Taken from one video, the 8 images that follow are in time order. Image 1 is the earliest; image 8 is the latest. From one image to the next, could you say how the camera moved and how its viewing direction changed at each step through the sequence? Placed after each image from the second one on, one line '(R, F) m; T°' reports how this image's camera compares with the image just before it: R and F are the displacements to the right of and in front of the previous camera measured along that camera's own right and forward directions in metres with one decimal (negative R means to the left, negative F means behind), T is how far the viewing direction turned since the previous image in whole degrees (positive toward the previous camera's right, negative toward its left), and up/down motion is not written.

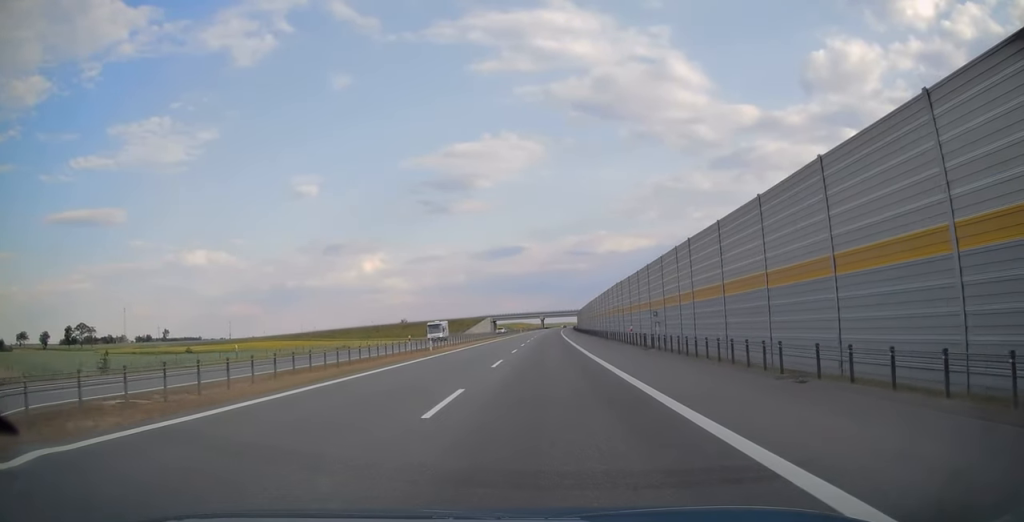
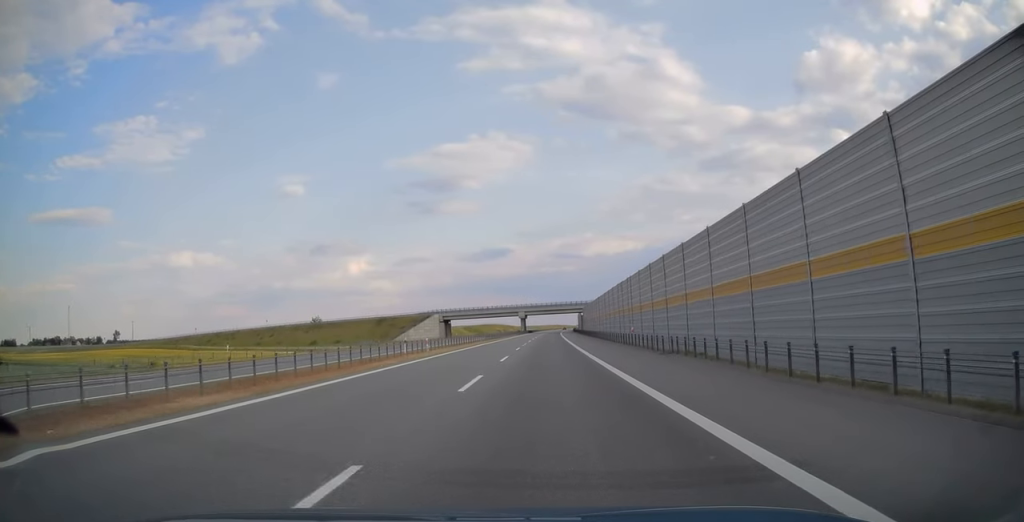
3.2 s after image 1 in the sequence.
(+1.5, +103.9) m; +2°
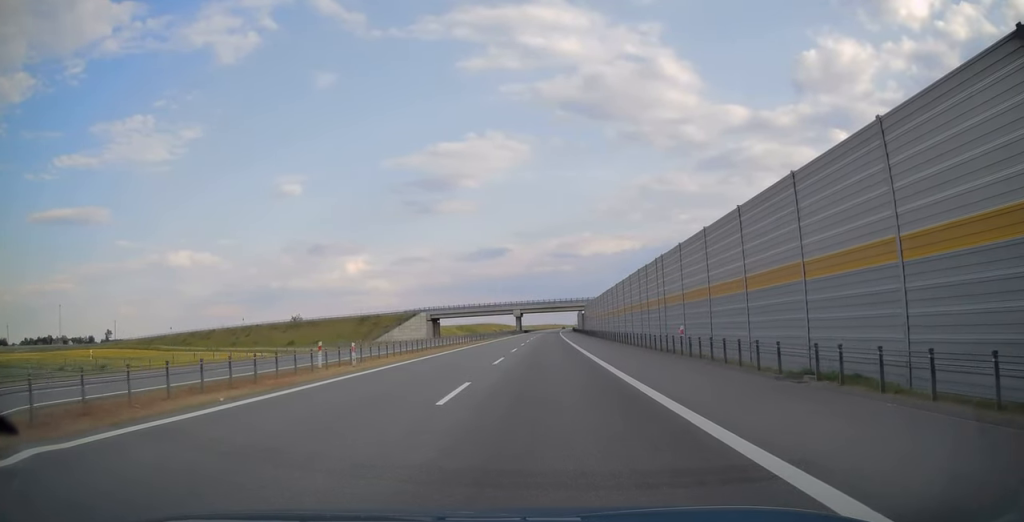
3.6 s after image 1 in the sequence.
(+0.1, +14.7) m; 0°
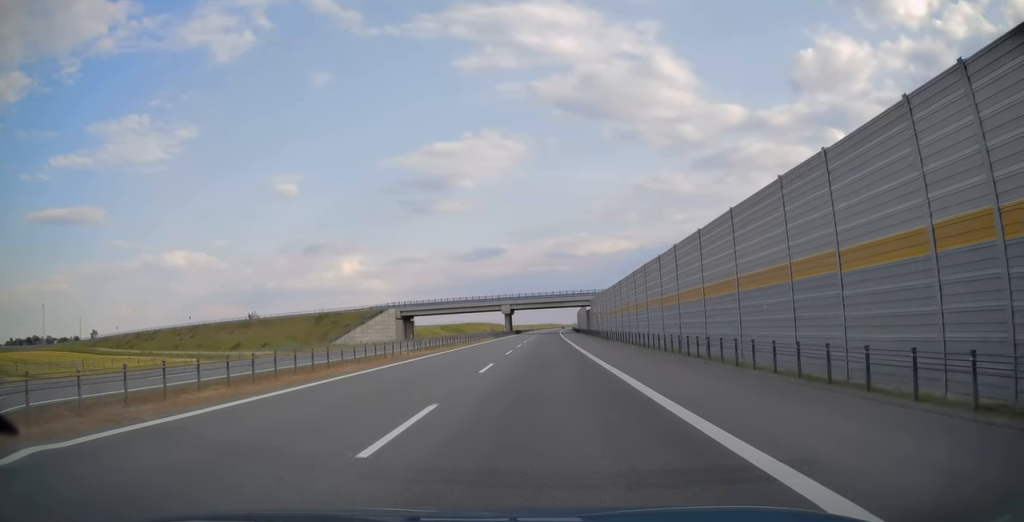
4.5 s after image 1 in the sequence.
(+0.1, +28.3) m; 0°
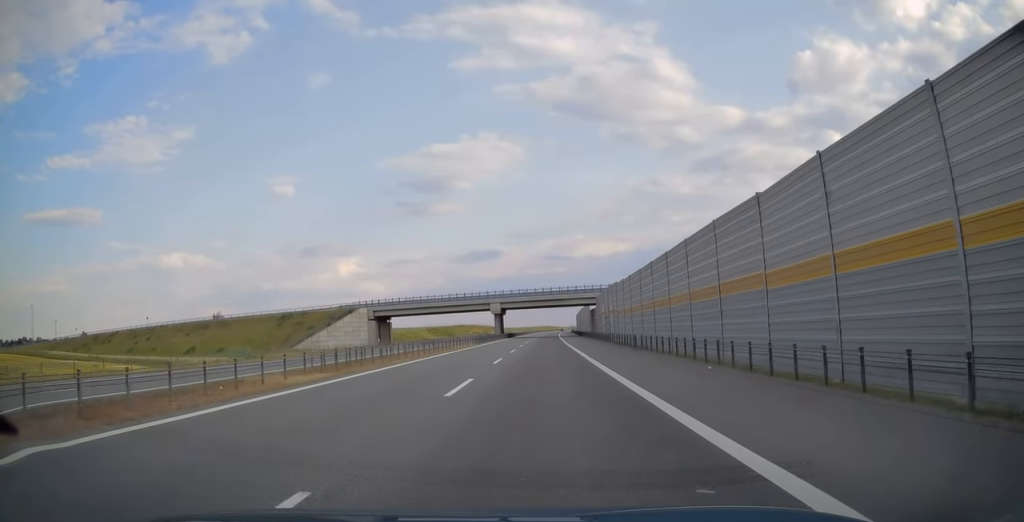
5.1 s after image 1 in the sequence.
(0.0, +18.0) m; 0°
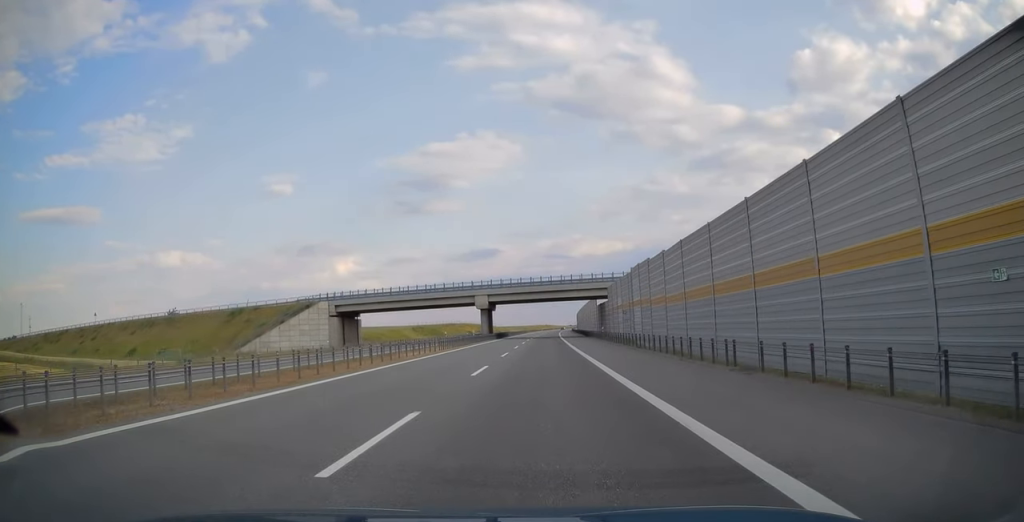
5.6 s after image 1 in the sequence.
(0.0, +19.1) m; 0°
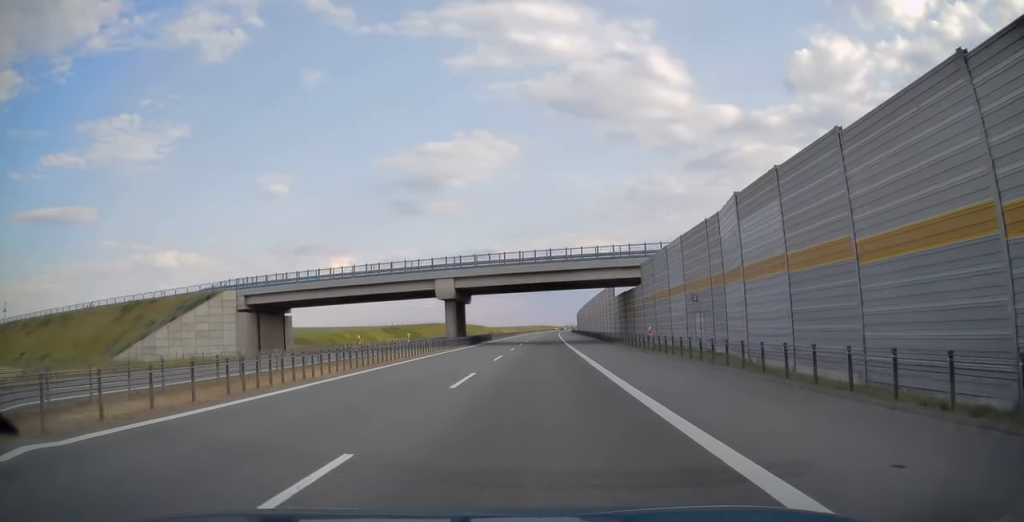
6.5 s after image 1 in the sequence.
(+0.1, +27.2) m; 0°
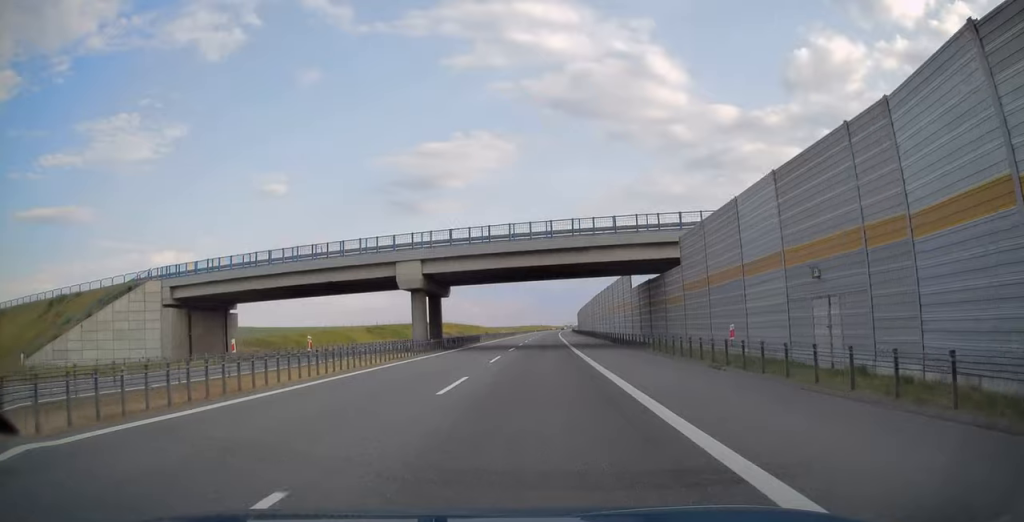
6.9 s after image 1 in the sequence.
(0.0, +13.6) m; 0°
